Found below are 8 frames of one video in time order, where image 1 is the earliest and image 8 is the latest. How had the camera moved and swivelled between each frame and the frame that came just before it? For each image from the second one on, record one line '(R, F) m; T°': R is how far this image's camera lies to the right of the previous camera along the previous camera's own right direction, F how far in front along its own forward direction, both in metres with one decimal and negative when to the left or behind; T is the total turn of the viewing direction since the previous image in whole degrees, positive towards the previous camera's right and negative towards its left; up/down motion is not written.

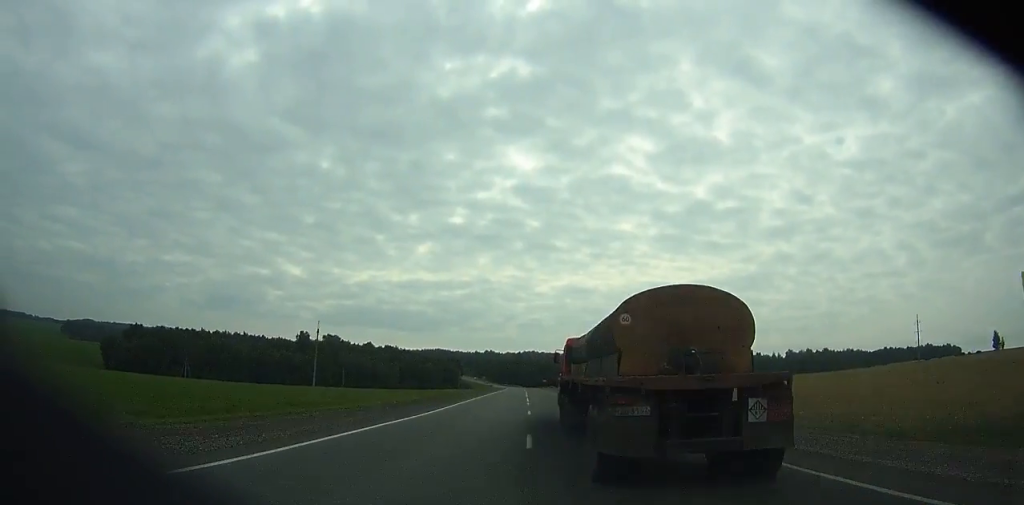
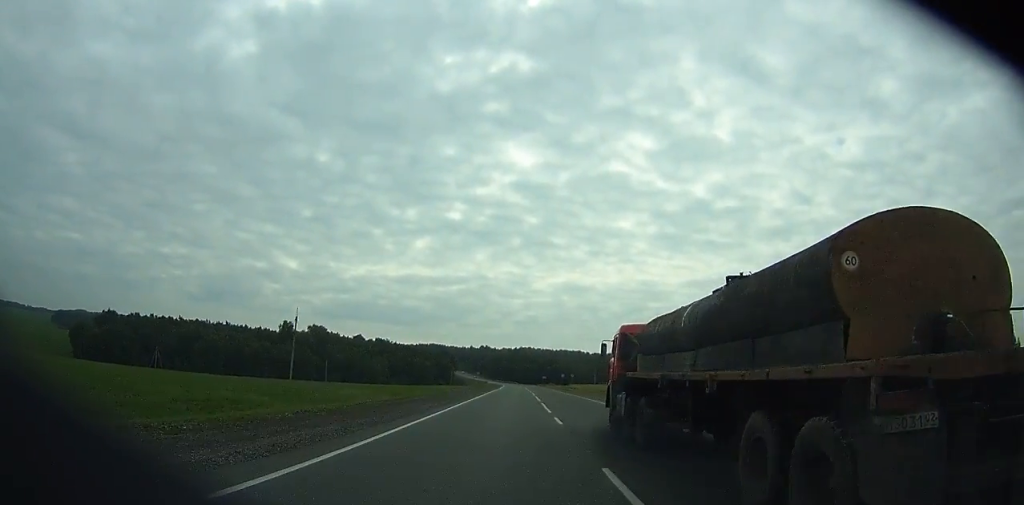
(-0.3, +17.9) m; 0°
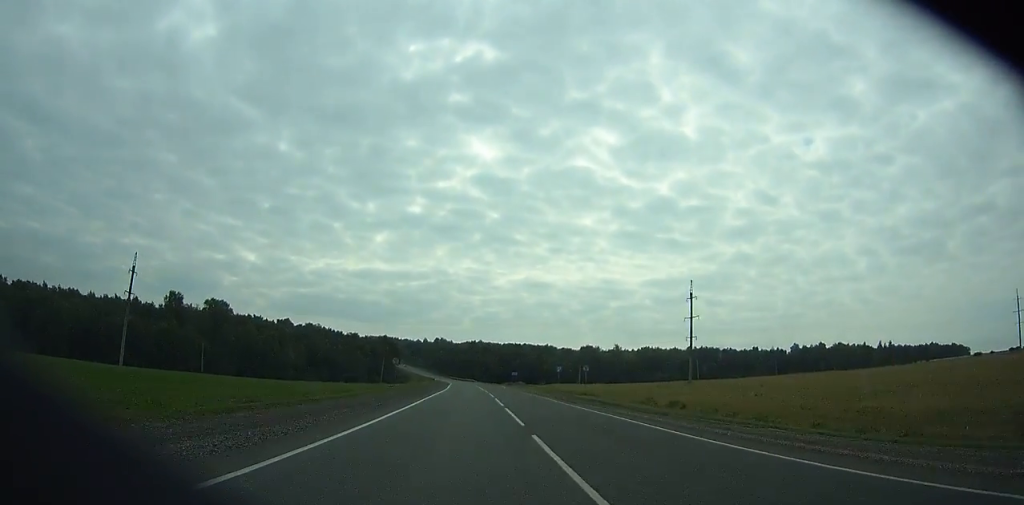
(+0.5, +64.9) m; +2°
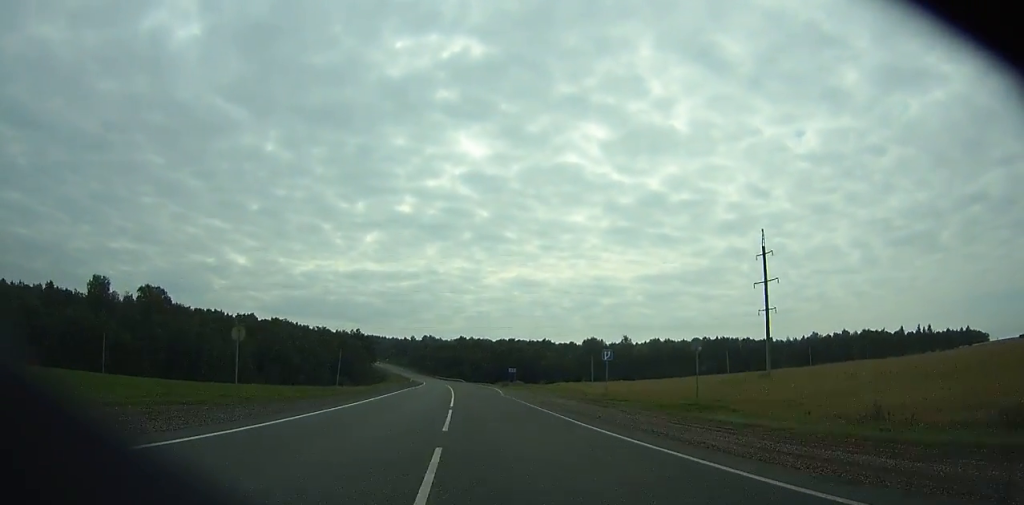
(+0.6, +37.3) m; 0°
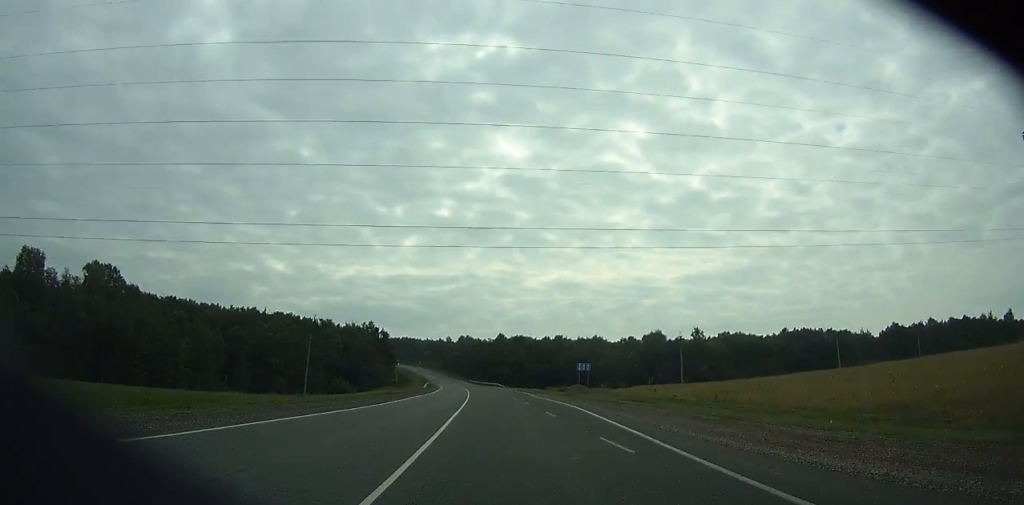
(-0.1, +44.6) m; -1°
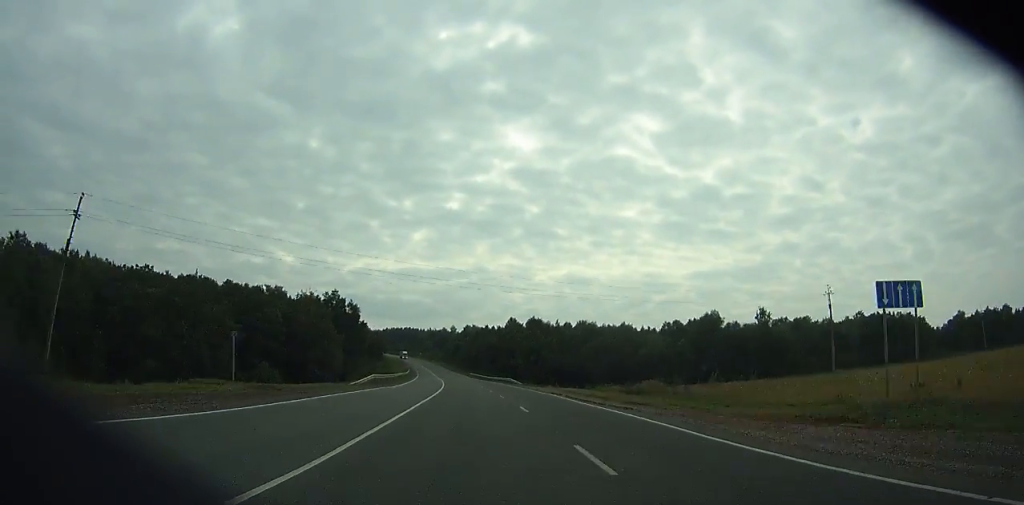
(-0.7, +50.6) m; -2°
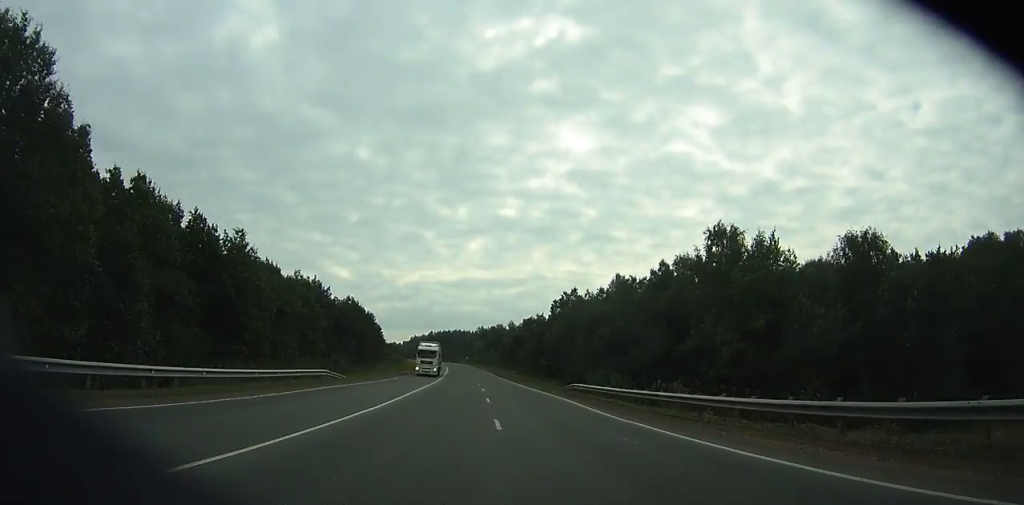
(-5.2, +113.5) m; -5°
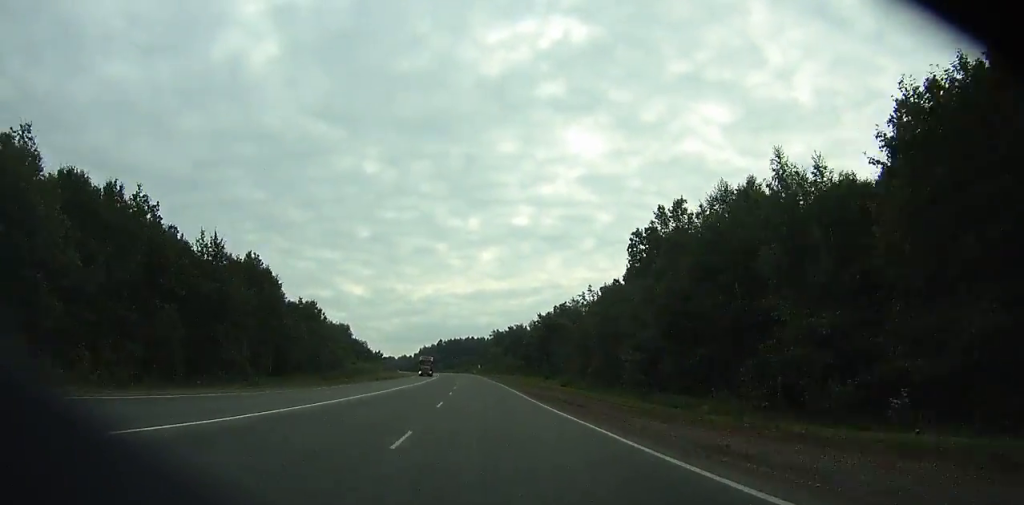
(-1.3, +63.2) m; -2°
